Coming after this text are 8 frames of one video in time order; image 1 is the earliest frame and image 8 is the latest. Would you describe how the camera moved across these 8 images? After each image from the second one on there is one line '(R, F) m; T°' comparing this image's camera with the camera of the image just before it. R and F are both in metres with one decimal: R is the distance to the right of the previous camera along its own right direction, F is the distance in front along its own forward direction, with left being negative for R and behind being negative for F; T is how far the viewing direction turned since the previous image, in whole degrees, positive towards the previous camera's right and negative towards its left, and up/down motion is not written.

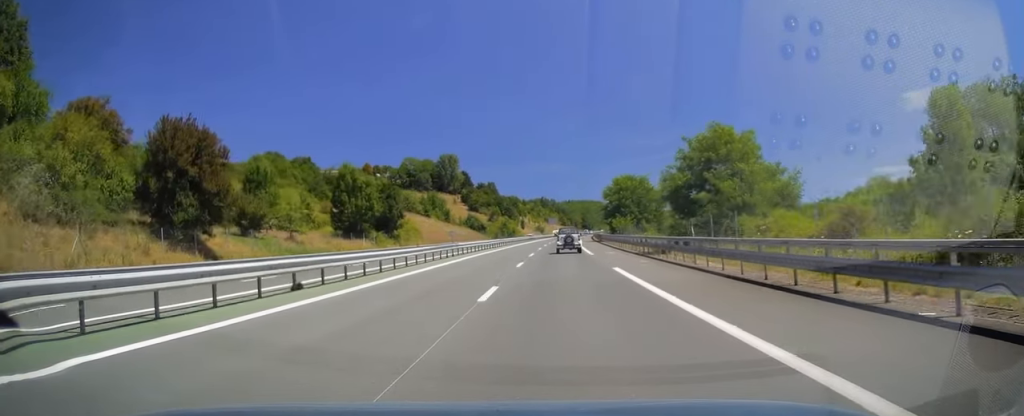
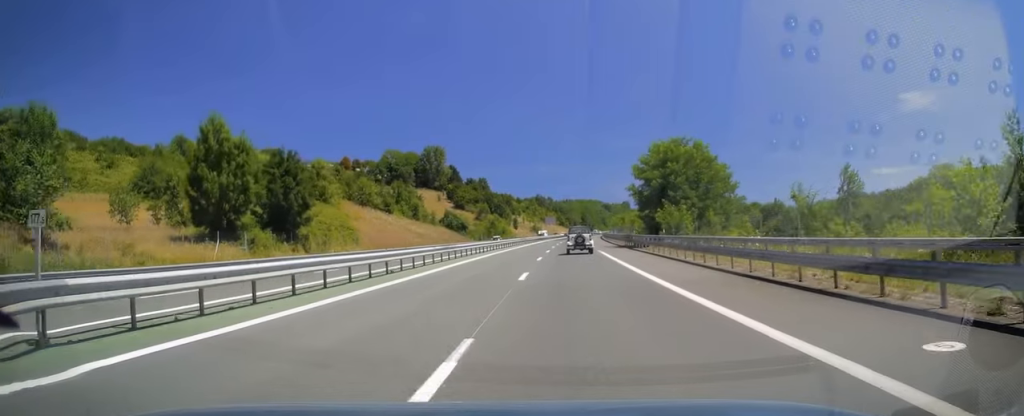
(+0.3, +33.1) m; +1°
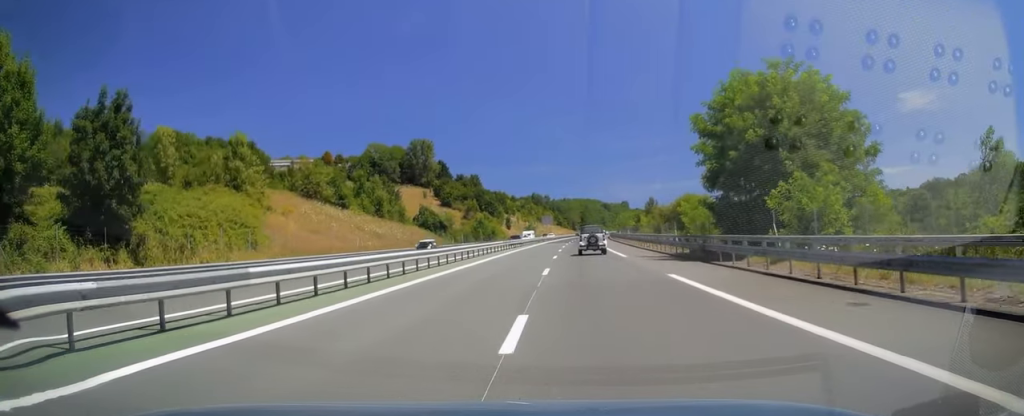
(+0.2, +23.8) m; +1°
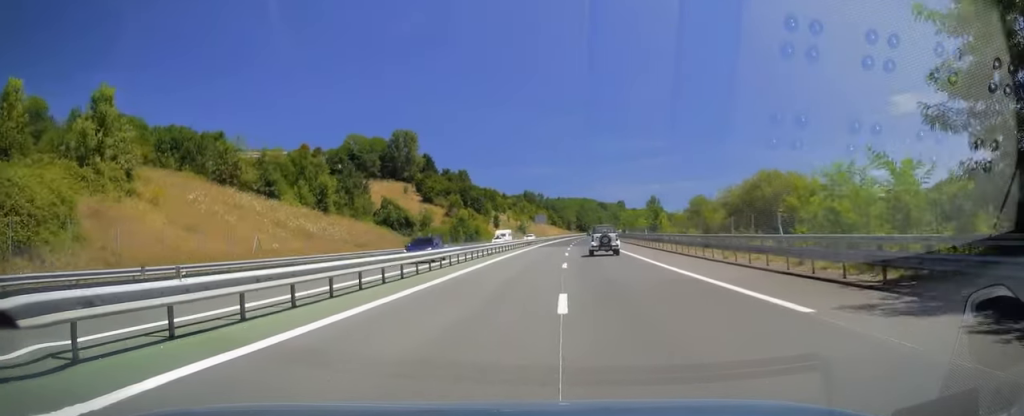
(0.0, +22.4) m; 0°
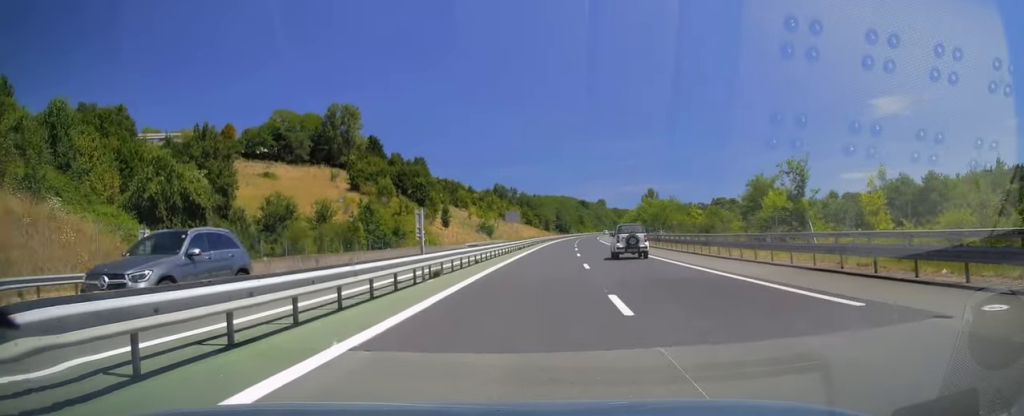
(+0.2, +52.1) m; +1°
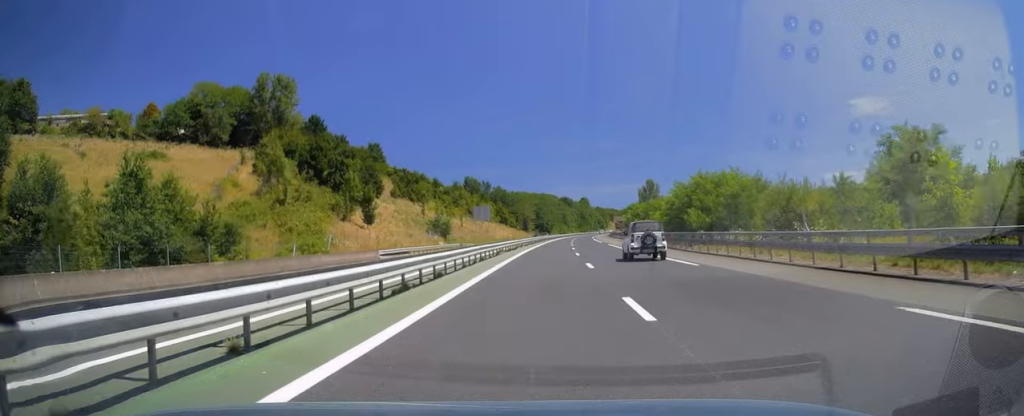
(+0.8, +39.7) m; +2°
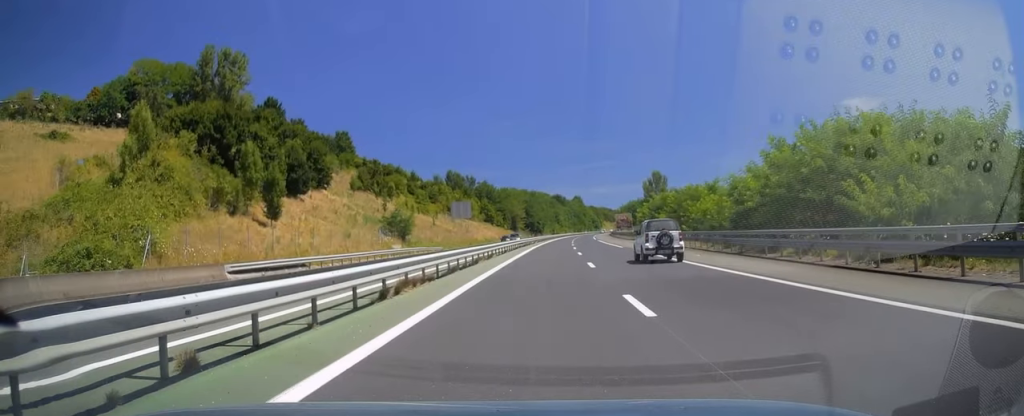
(+0.3, +25.7) m; +1°
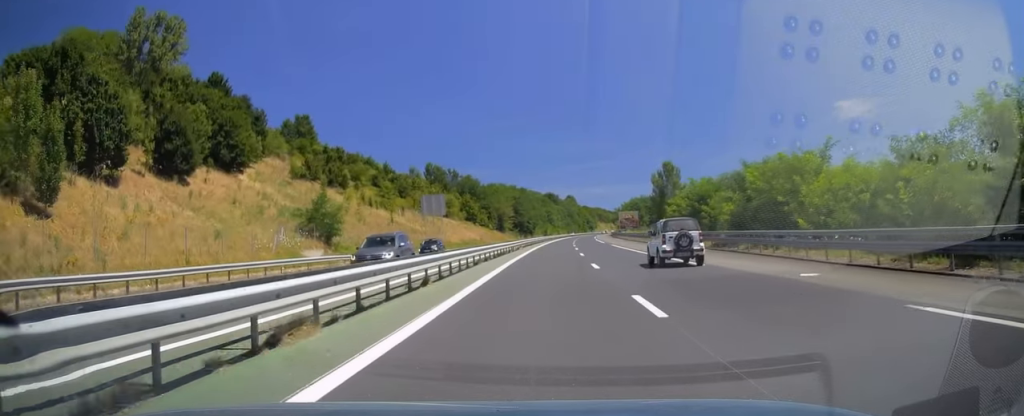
(0.0, +26.2) m; +1°
